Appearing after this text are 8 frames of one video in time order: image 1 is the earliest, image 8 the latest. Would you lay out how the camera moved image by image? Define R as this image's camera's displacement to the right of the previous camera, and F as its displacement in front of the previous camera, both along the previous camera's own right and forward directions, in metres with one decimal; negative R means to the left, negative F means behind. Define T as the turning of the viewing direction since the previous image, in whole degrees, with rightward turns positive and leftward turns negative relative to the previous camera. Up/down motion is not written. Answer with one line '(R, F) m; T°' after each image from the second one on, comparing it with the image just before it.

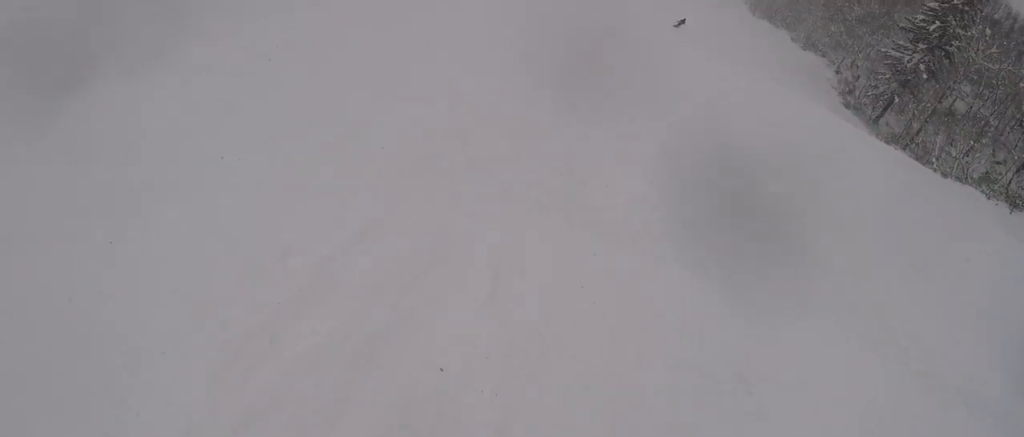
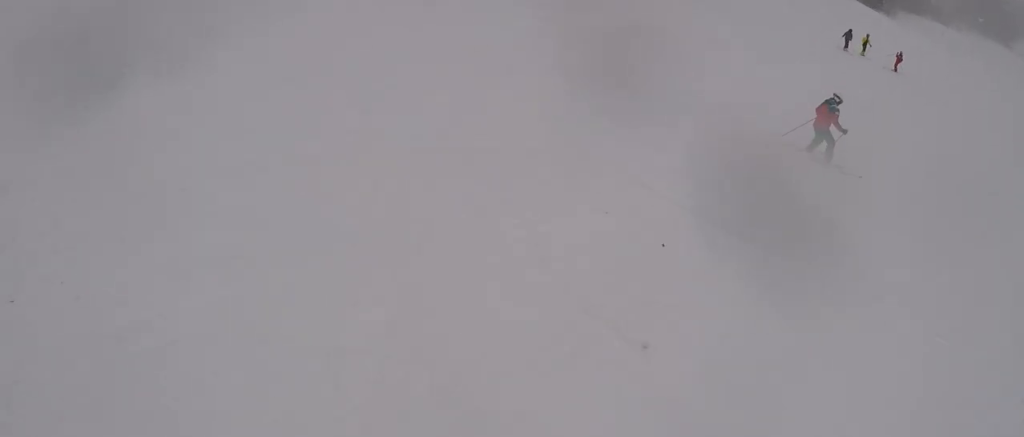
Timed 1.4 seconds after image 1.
(-2.3, +6.2) m; -11°
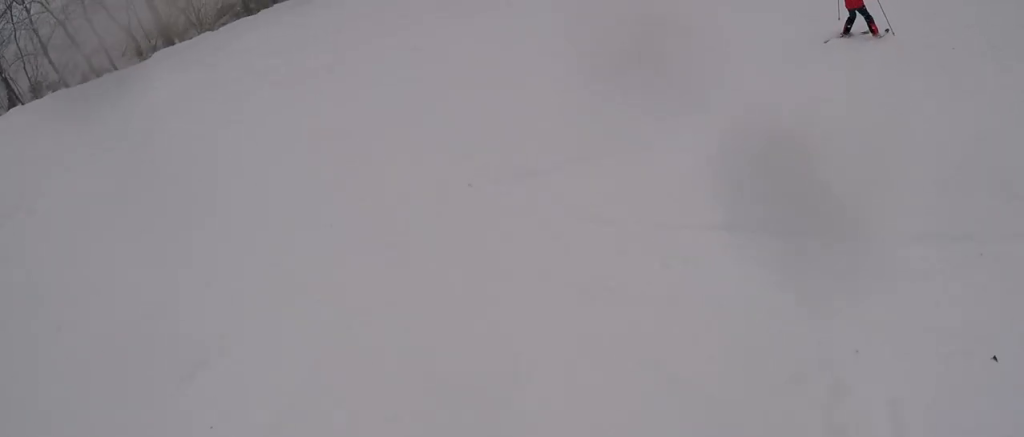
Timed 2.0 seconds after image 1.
(+1.0, +3.0) m; +23°
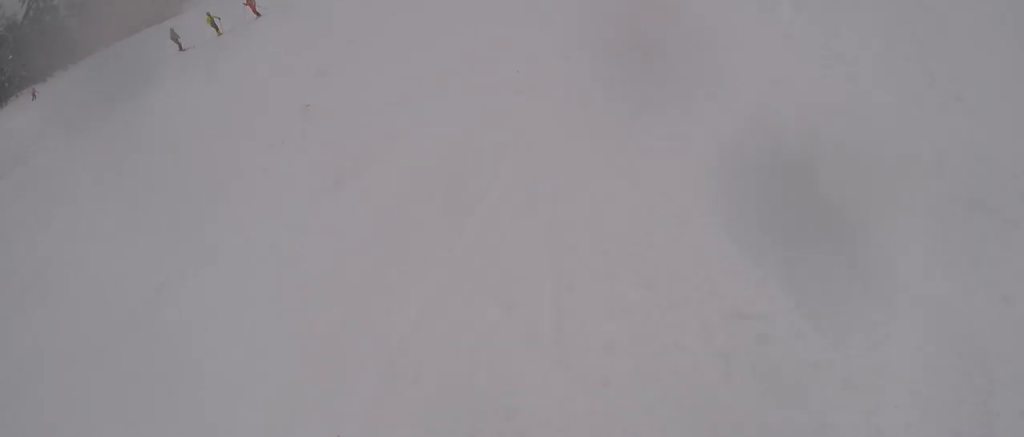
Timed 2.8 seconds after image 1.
(+0.9, +3.7) m; +22°
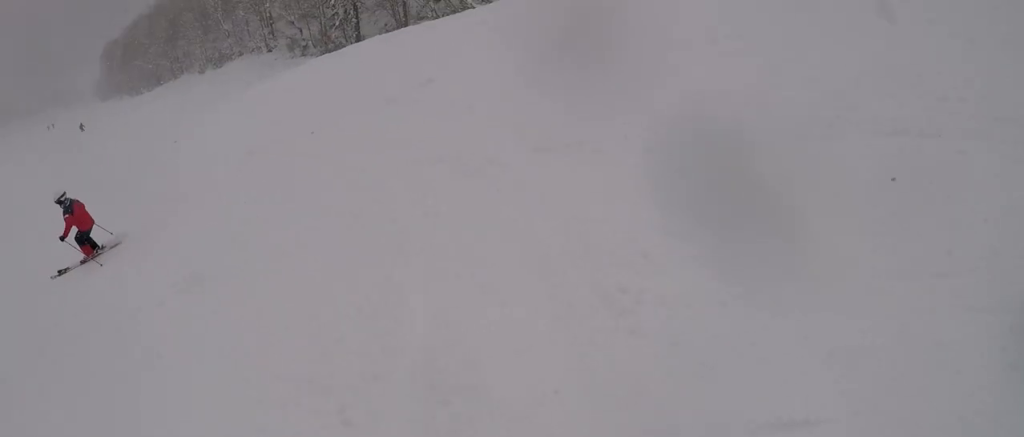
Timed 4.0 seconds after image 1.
(+1.4, +6.1) m; +8°
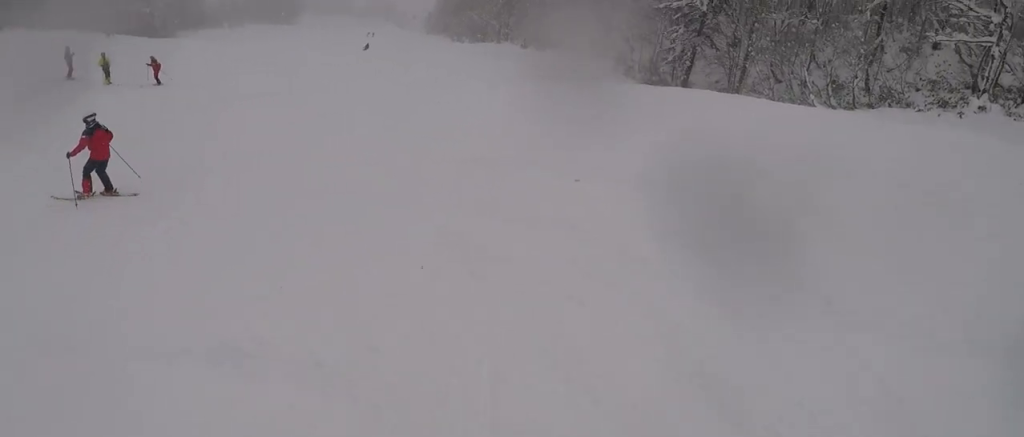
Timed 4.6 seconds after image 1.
(0.0, +3.0) m; -12°
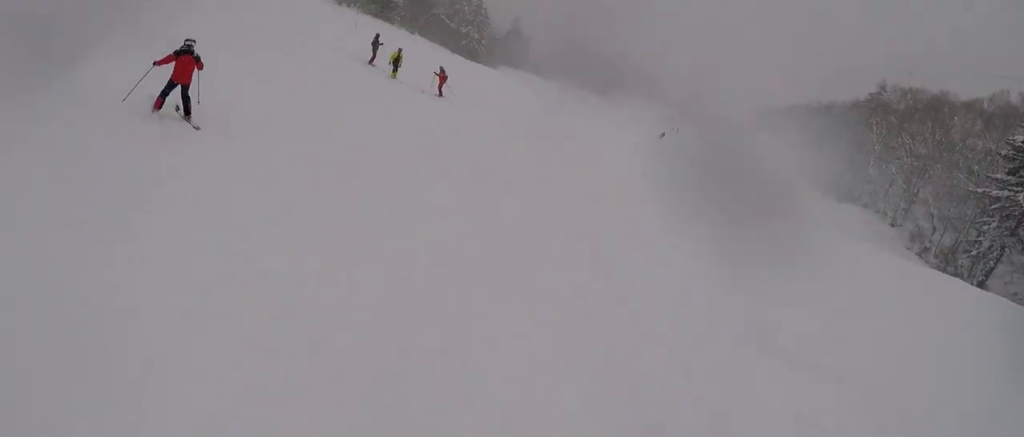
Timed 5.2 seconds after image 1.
(-0.3, +2.9) m; -24°
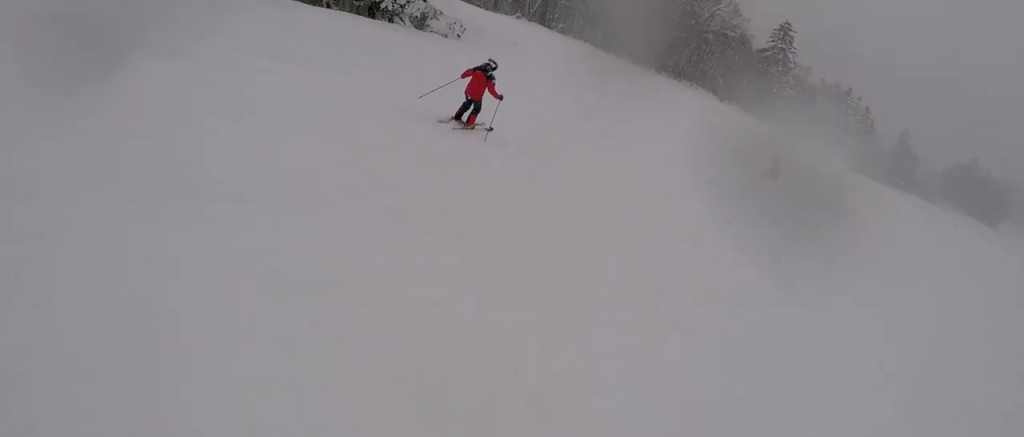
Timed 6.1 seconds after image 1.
(-1.4, +4.0) m; -28°
